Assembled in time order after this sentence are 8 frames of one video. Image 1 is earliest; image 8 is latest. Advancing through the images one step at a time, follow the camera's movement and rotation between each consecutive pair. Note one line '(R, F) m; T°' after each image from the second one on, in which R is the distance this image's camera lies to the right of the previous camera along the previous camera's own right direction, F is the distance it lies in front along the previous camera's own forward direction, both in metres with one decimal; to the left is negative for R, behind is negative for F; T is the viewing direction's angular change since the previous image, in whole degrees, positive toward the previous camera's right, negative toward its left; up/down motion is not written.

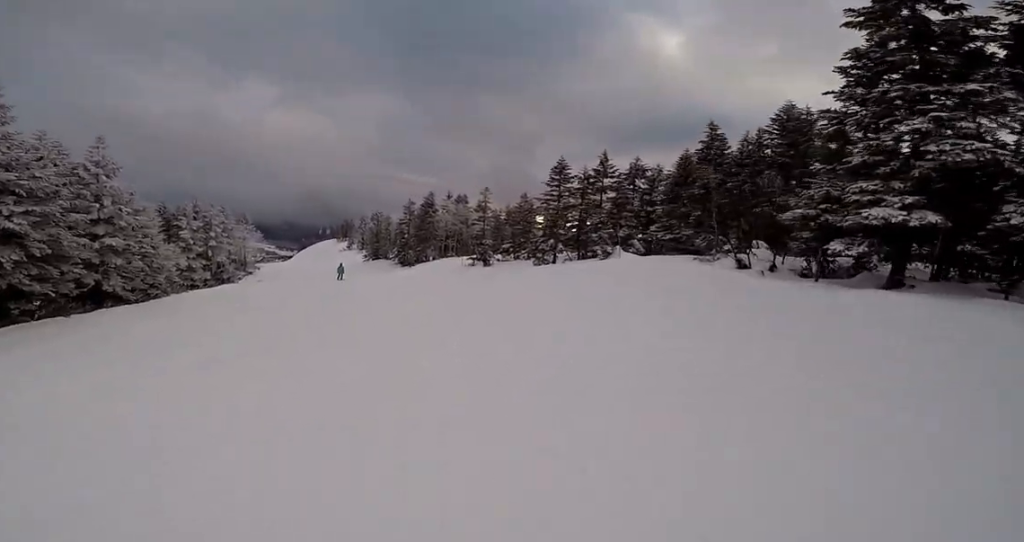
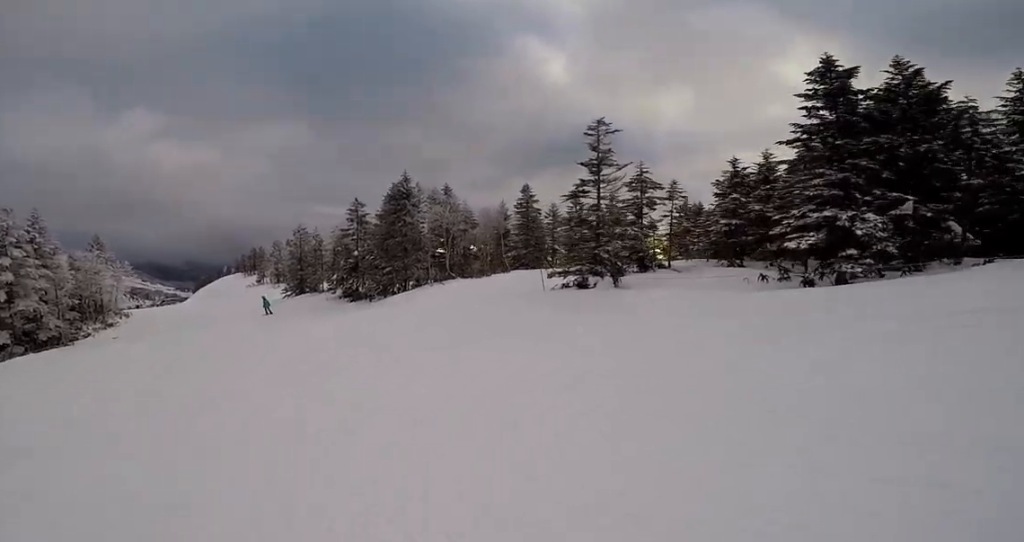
(+0.9, +18.7) m; -7°
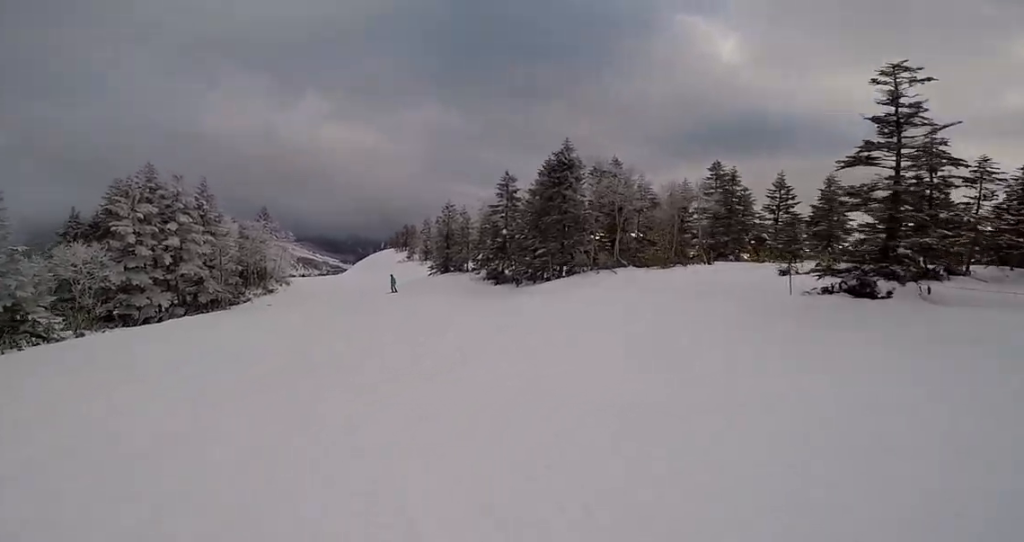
(-0.2, +3.5) m; -8°
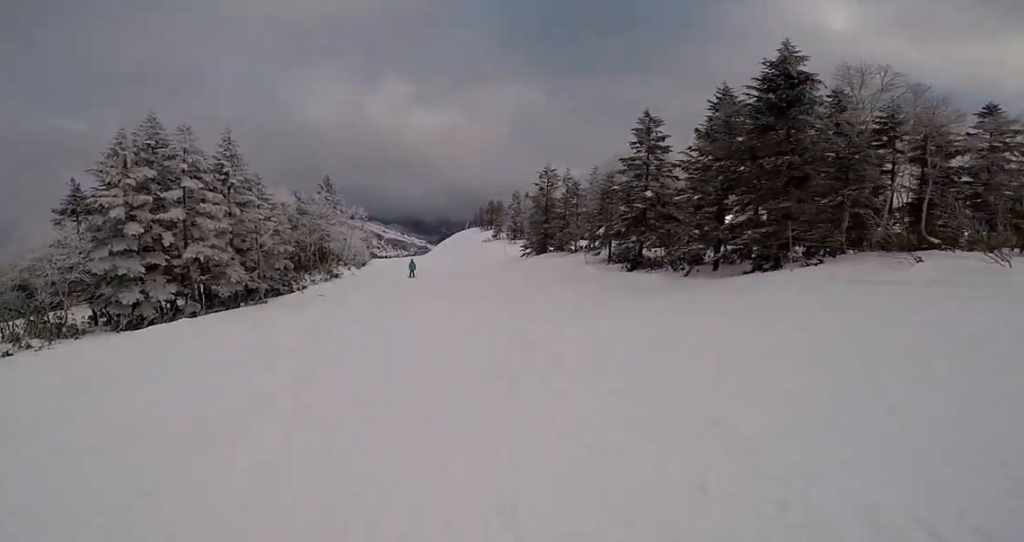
(-0.2, +10.1) m; +11°
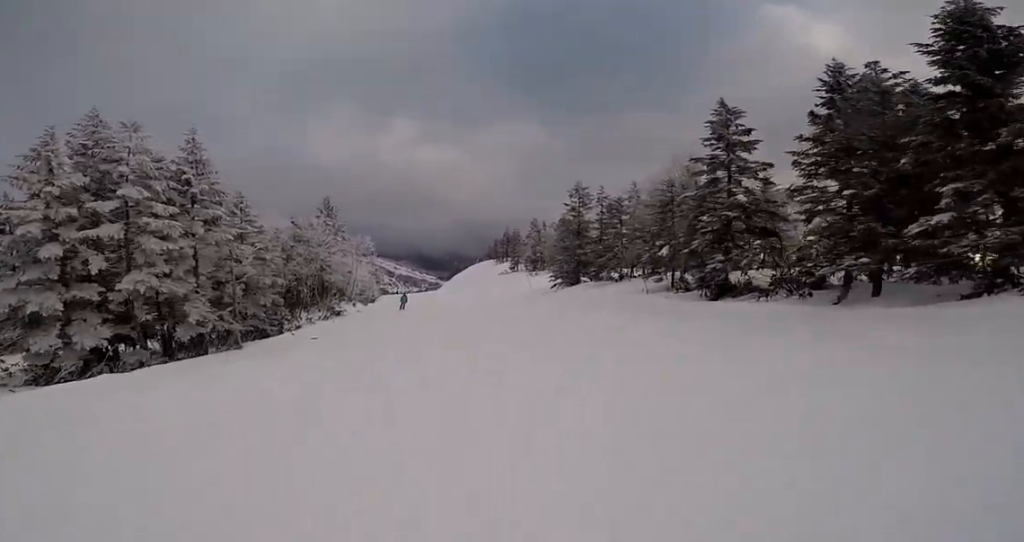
(+0.6, +5.6) m; +6°
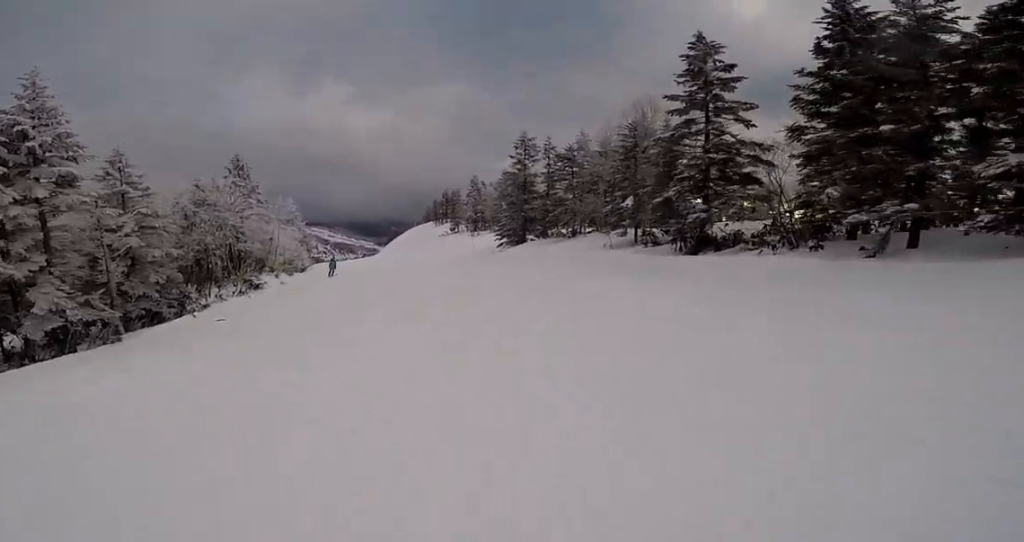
(+0.7, +3.2) m; -4°
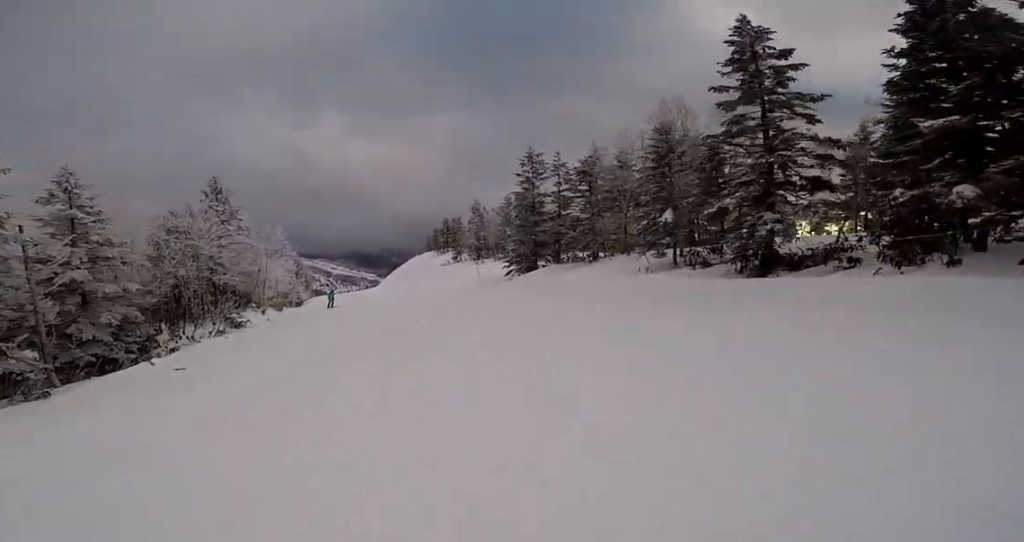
(0.0, +3.1) m; -4°
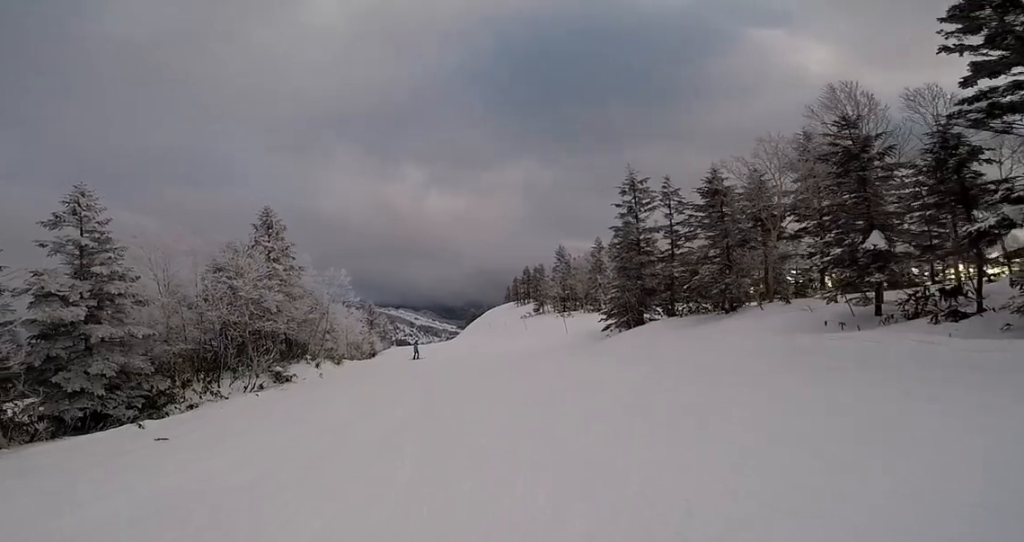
(-1.5, +4.7) m; -7°
